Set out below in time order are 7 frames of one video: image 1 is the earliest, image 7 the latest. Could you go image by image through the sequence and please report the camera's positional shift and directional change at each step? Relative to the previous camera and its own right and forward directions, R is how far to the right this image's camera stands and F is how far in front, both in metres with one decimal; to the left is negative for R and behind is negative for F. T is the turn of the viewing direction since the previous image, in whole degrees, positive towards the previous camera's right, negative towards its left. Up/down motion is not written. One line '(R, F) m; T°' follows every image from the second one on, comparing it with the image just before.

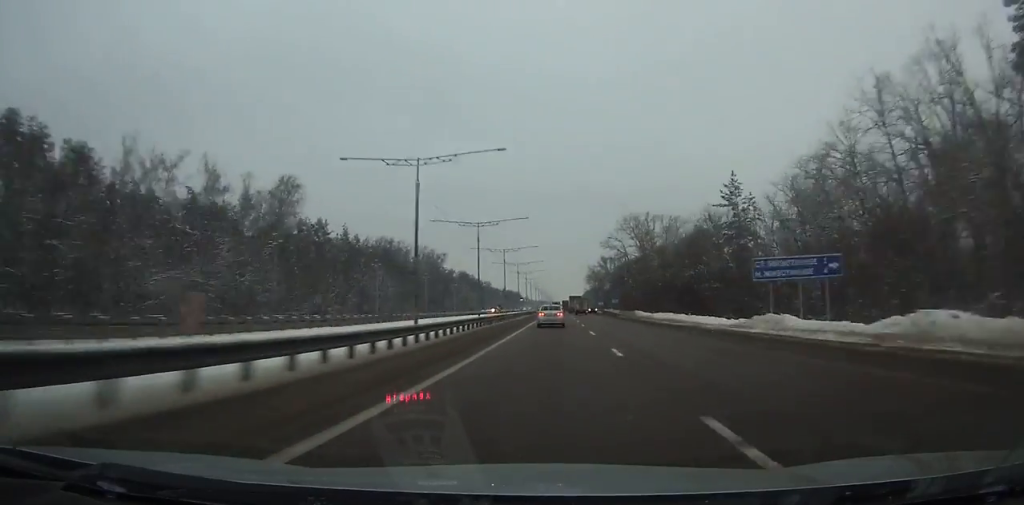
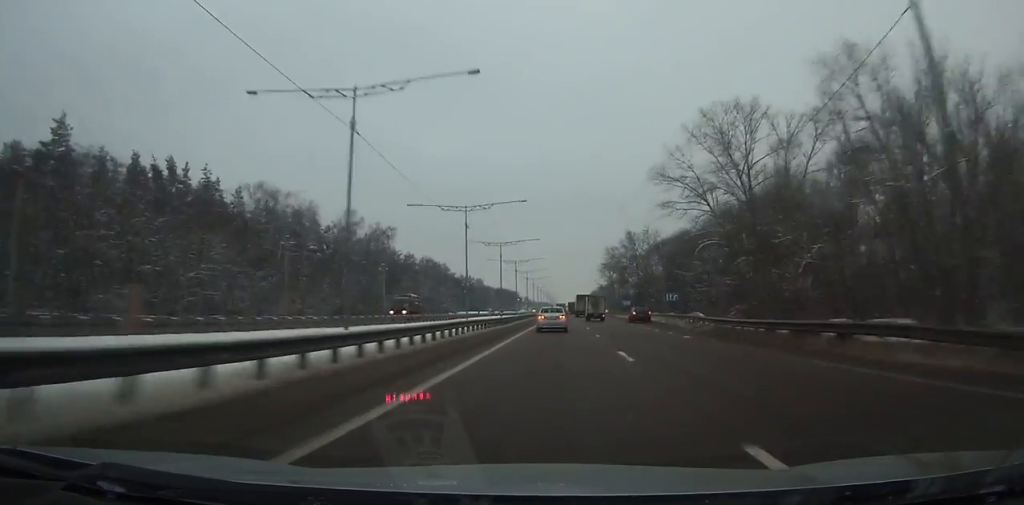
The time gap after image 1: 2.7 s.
(-0.1, +71.9) m; 0°
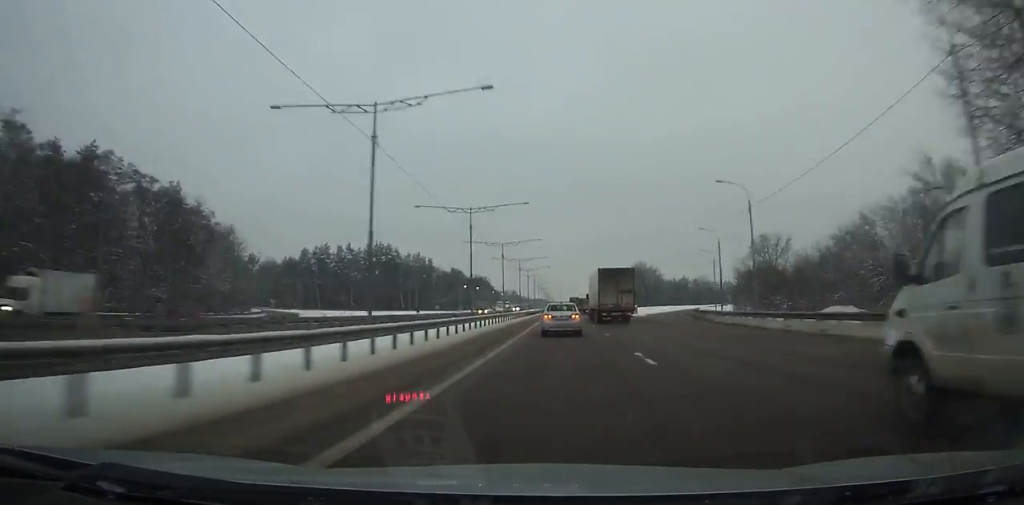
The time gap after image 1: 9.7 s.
(+0.2, +179.5) m; 0°
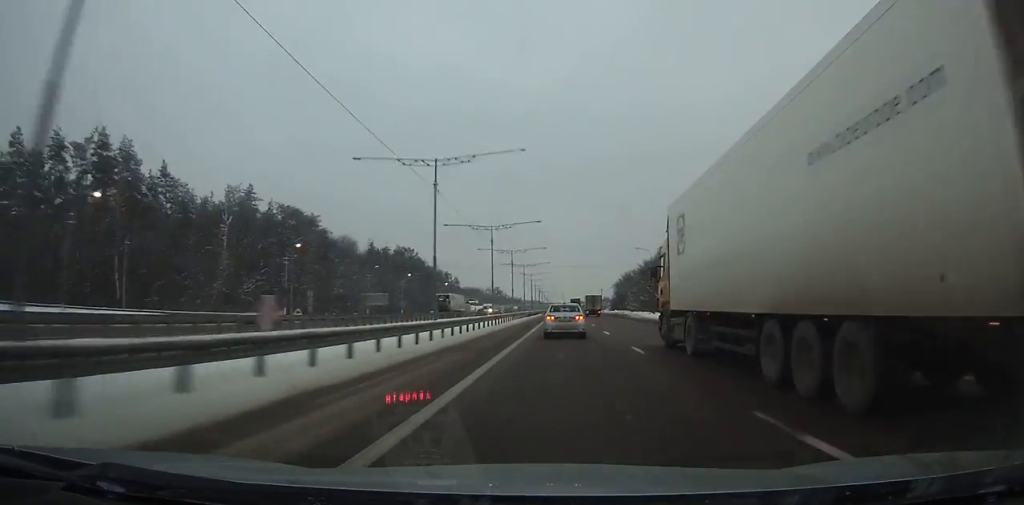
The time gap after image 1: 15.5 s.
(-0.3, +141.2) m; 0°
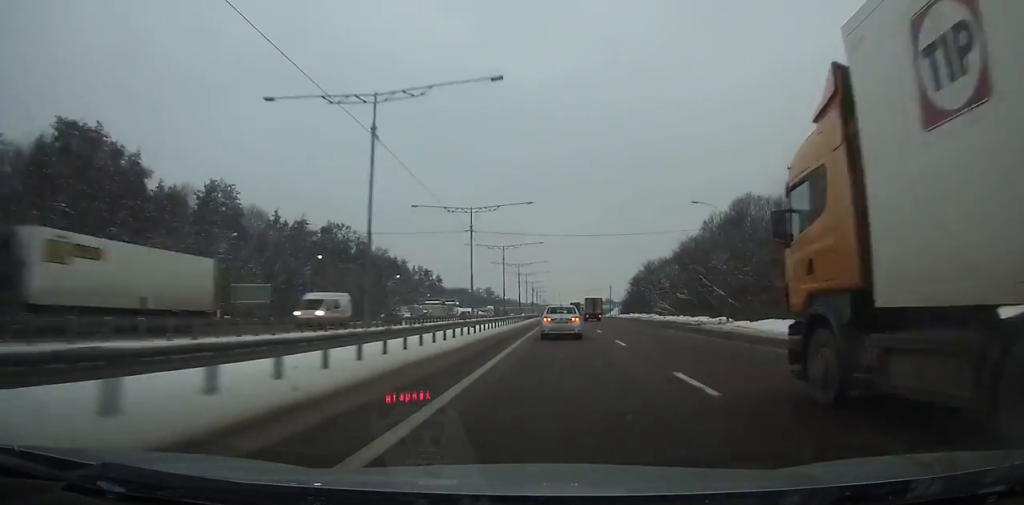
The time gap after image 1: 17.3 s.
(0.0, +43.4) m; 0°
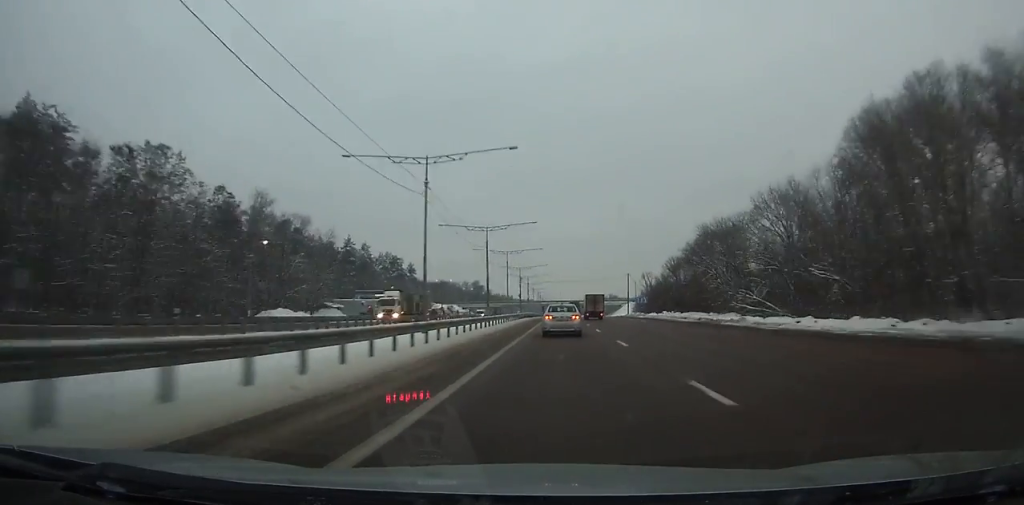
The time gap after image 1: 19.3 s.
(0.0, +48.2) m; 0°
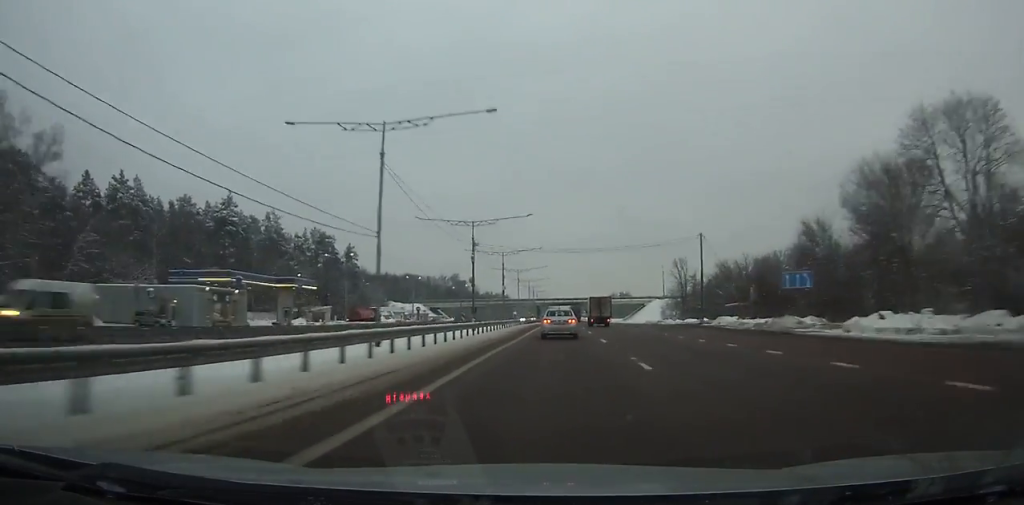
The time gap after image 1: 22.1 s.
(+0.1, +68.4) m; 0°
